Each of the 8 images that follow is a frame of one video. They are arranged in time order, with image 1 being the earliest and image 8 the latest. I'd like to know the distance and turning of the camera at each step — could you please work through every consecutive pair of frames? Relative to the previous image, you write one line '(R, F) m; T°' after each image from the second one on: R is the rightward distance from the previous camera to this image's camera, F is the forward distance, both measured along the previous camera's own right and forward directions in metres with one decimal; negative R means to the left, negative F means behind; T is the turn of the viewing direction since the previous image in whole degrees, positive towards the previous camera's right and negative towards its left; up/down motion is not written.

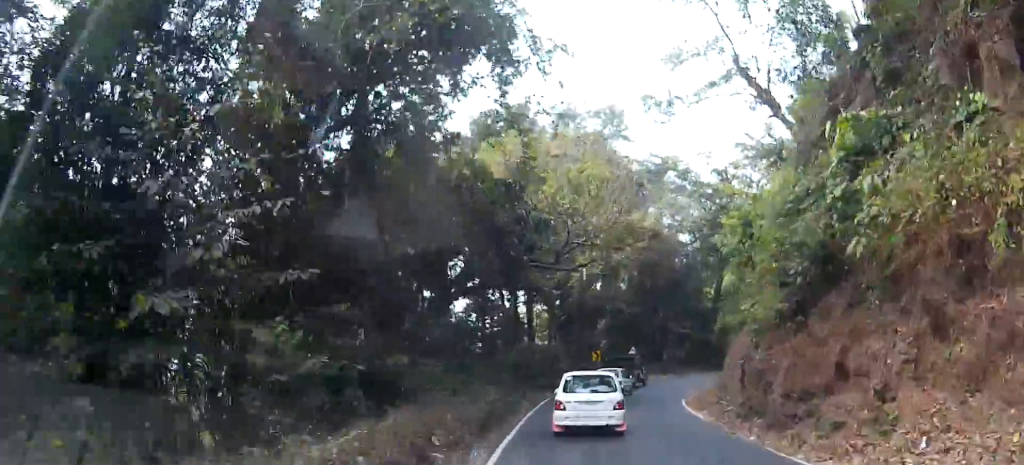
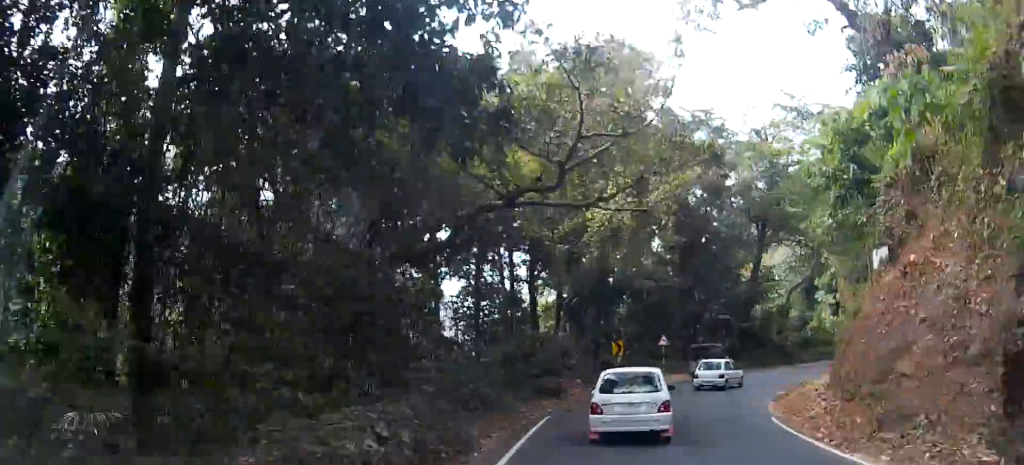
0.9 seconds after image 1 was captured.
(-0.2, +11.3) m; +1°
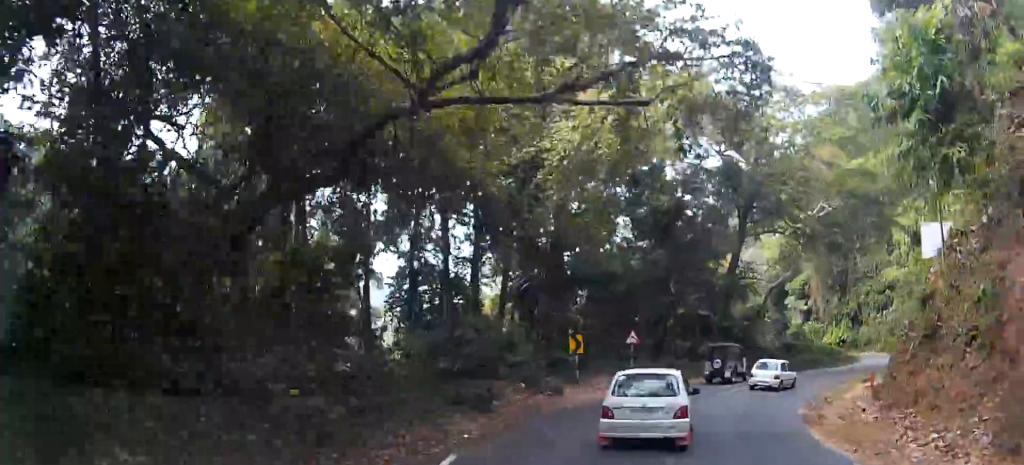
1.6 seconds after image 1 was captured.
(0.0, +7.8) m; +3°
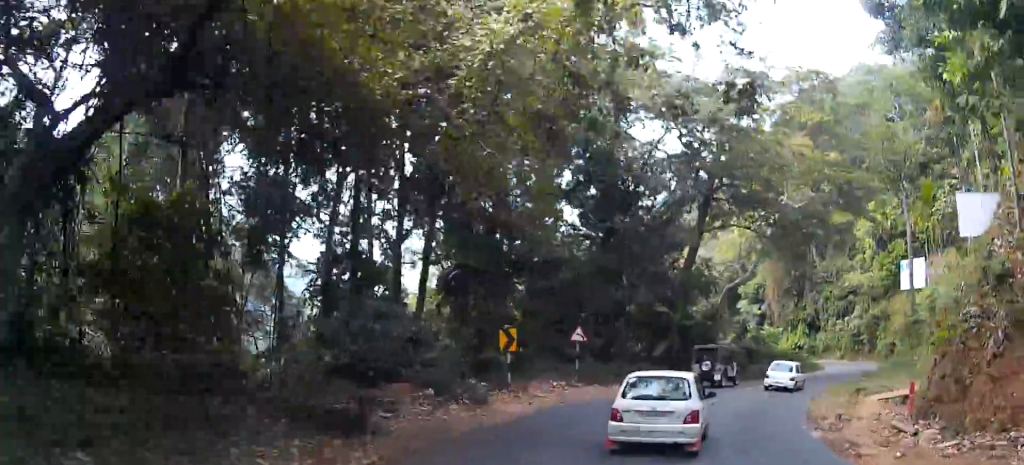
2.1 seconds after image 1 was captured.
(+0.3, +5.7) m; +3°
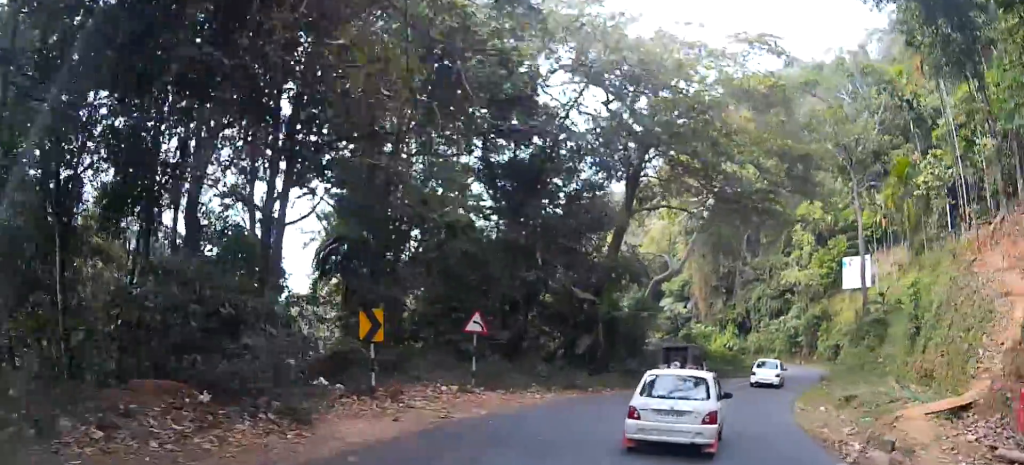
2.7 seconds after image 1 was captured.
(+0.2, +6.7) m; +3°
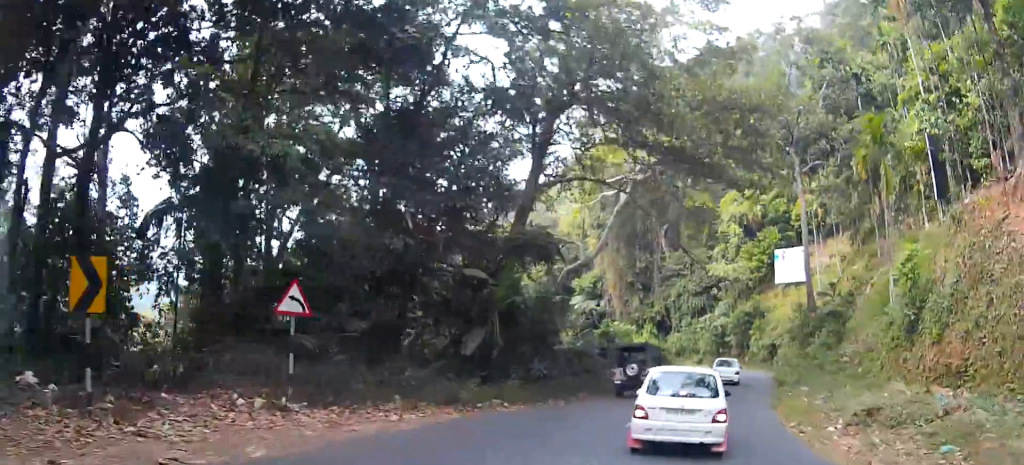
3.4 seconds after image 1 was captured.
(0.0, +7.2) m; +3°
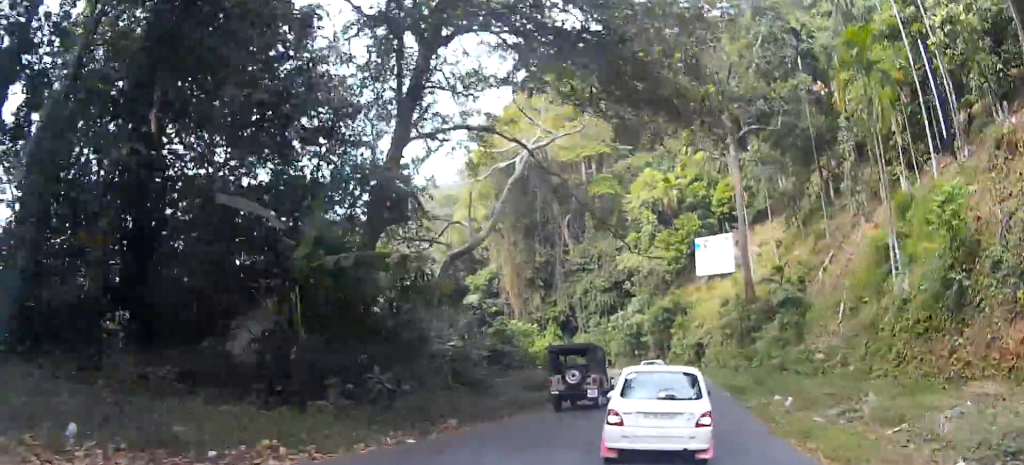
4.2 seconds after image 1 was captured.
(+0.5, +8.0) m; +7°
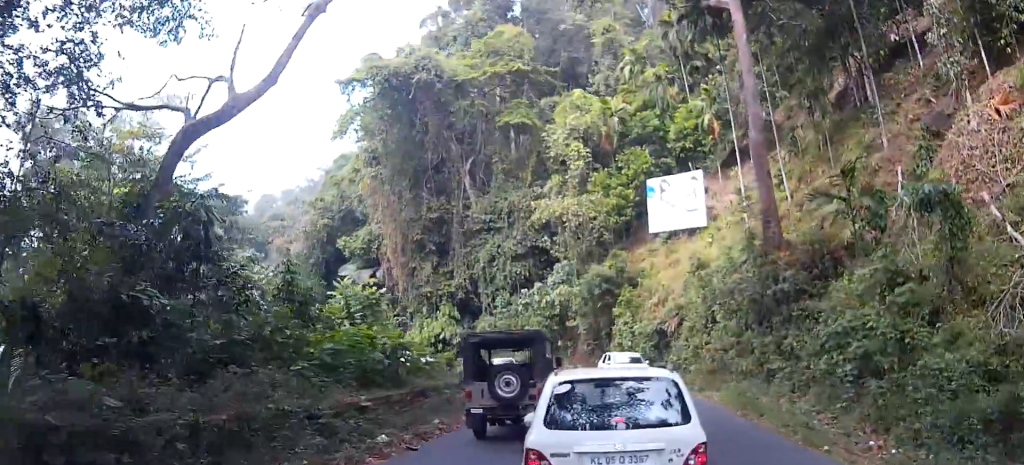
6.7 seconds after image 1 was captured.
(+2.8, +21.2) m; +21°
